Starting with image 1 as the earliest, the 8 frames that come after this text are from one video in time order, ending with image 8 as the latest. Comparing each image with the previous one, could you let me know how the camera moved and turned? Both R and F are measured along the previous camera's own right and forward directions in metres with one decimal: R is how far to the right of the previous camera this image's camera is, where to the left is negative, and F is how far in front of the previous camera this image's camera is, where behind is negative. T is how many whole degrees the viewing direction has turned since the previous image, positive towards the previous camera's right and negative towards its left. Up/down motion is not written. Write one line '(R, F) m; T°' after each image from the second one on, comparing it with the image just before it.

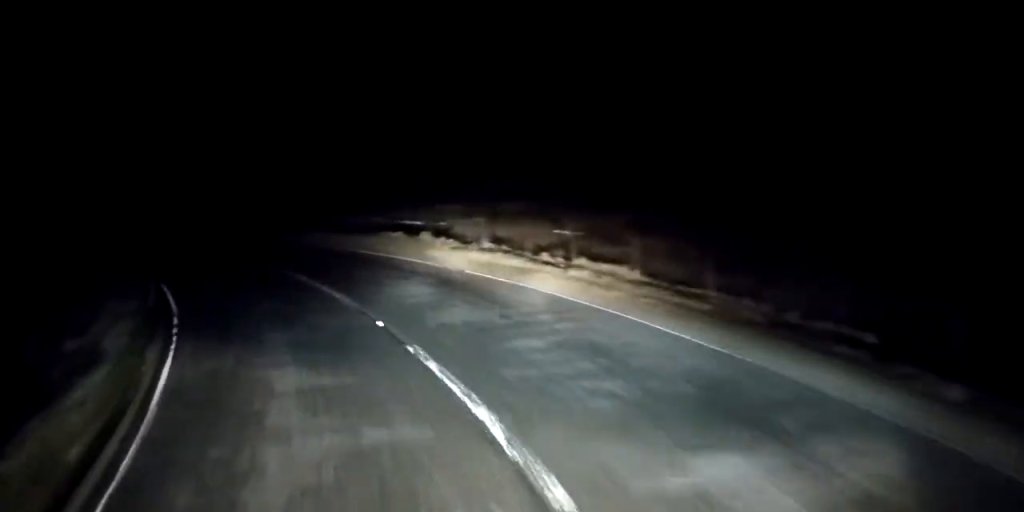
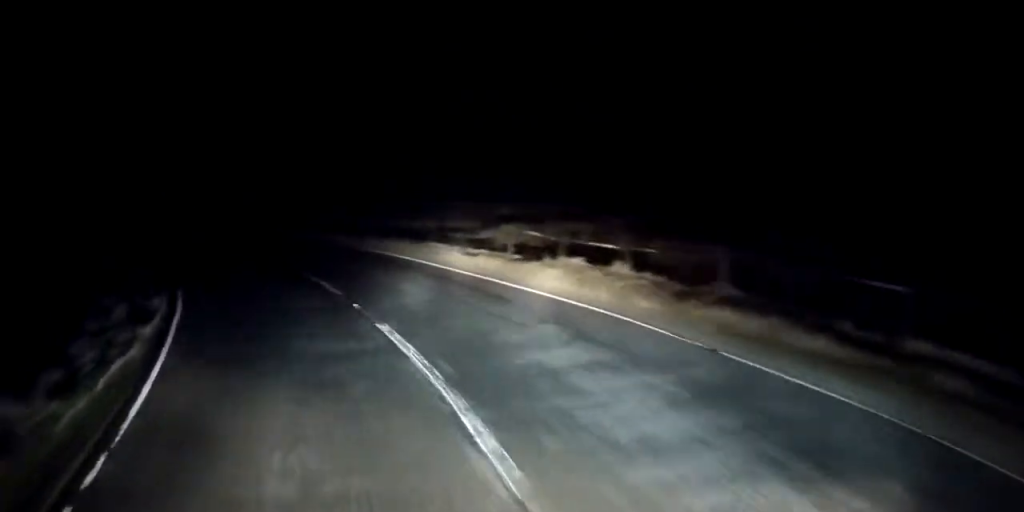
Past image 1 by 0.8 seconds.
(-0.9, +8.2) m; -11°
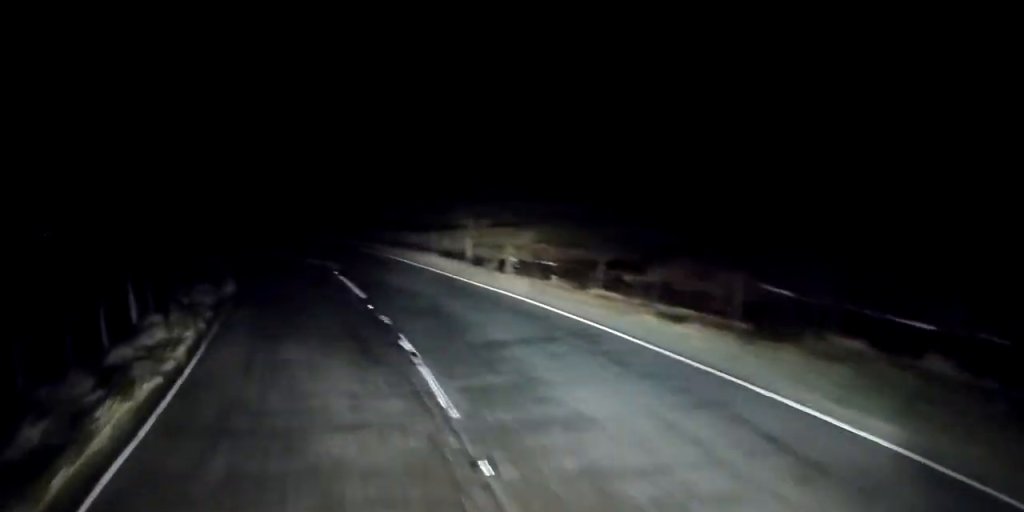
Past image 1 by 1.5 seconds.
(-0.7, +7.1) m; -7°
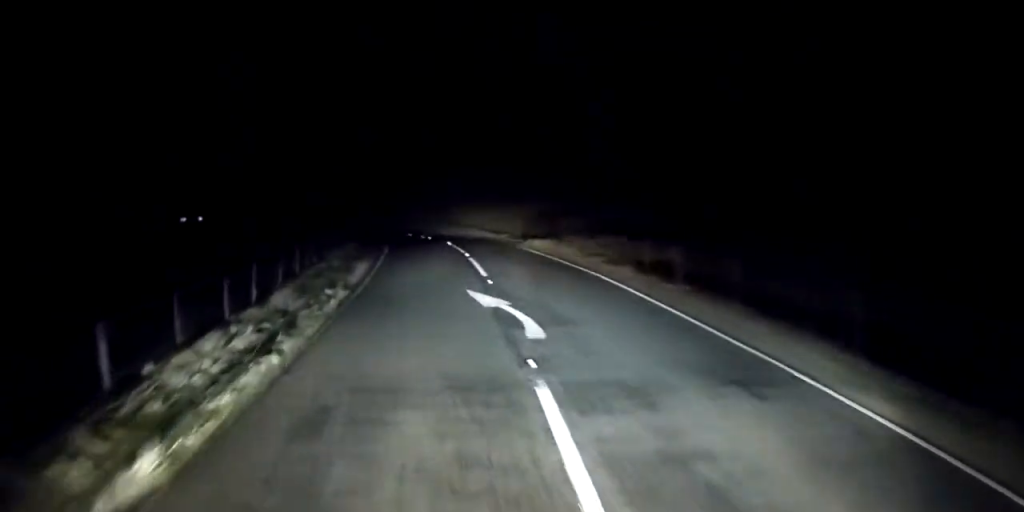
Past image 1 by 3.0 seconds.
(-1.5, +15.2) m; -10°
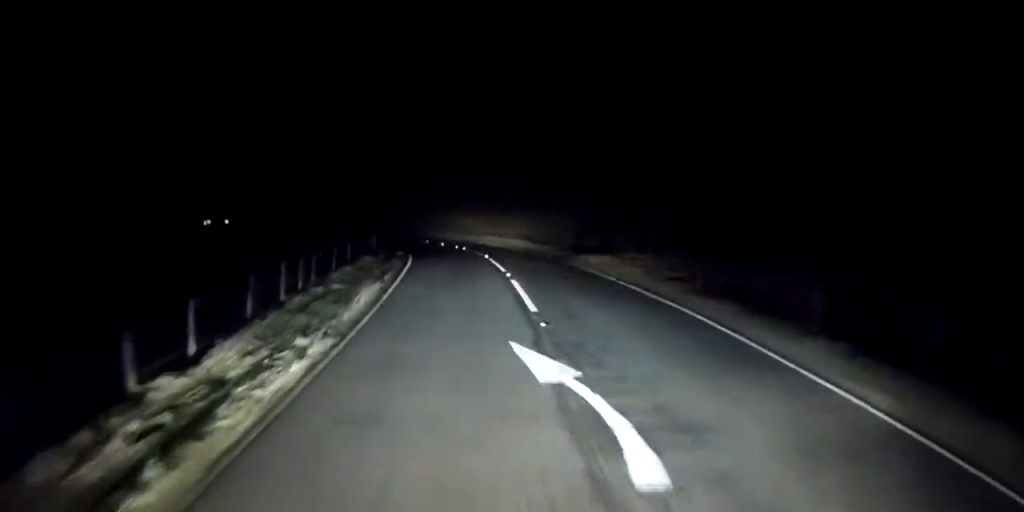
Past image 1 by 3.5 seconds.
(-0.2, +6.0) m; -1°
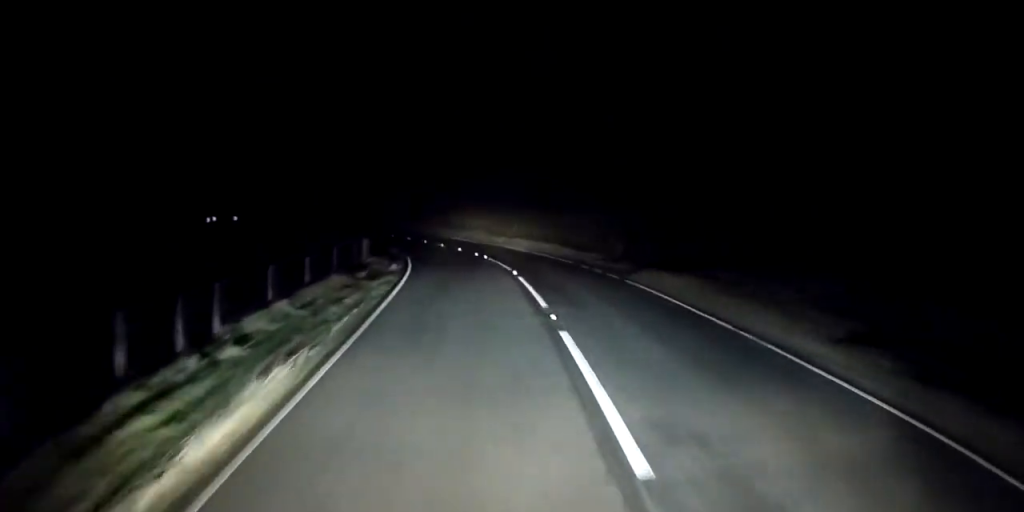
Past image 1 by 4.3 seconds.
(-0.1, +9.0) m; -2°
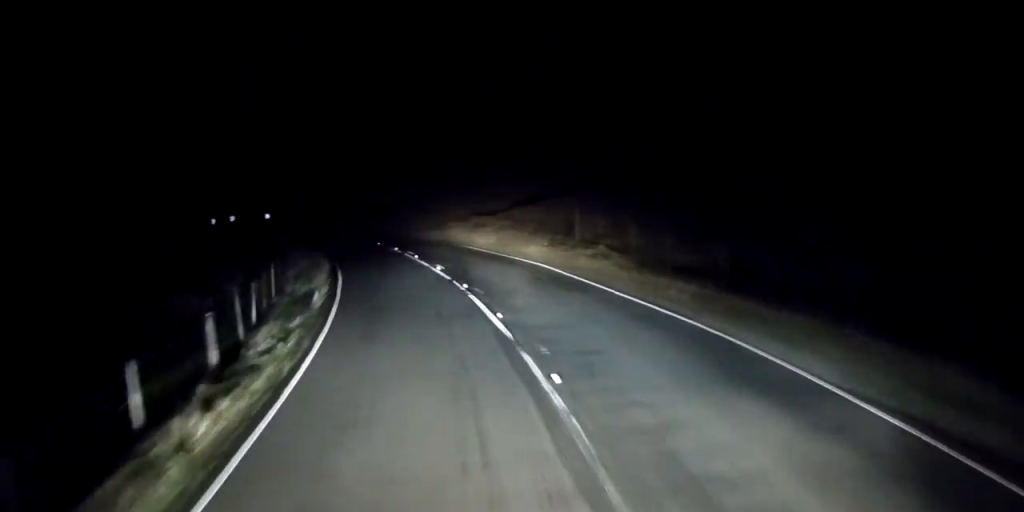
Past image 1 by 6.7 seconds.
(-2.7, +28.5) m; -18°
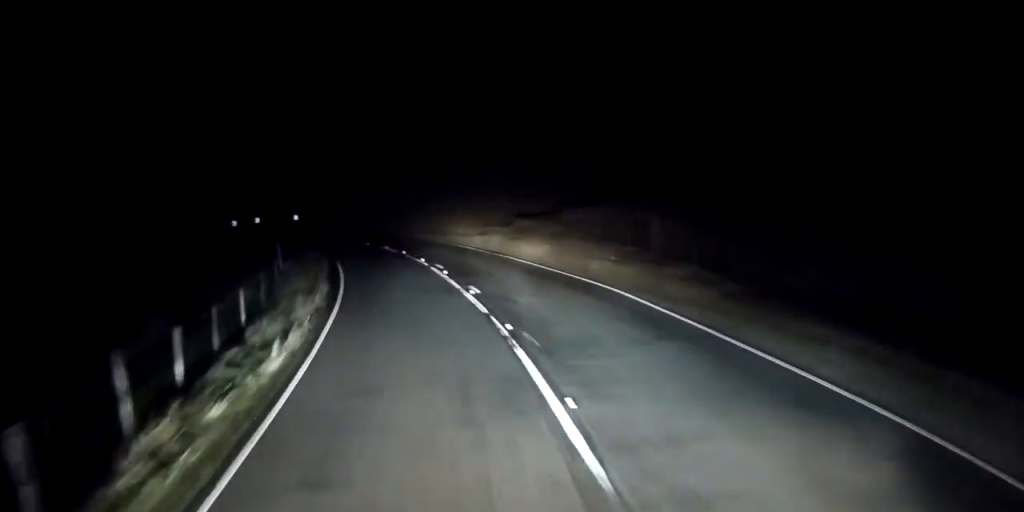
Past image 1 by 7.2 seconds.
(-0.3, +5.6) m; -5°
